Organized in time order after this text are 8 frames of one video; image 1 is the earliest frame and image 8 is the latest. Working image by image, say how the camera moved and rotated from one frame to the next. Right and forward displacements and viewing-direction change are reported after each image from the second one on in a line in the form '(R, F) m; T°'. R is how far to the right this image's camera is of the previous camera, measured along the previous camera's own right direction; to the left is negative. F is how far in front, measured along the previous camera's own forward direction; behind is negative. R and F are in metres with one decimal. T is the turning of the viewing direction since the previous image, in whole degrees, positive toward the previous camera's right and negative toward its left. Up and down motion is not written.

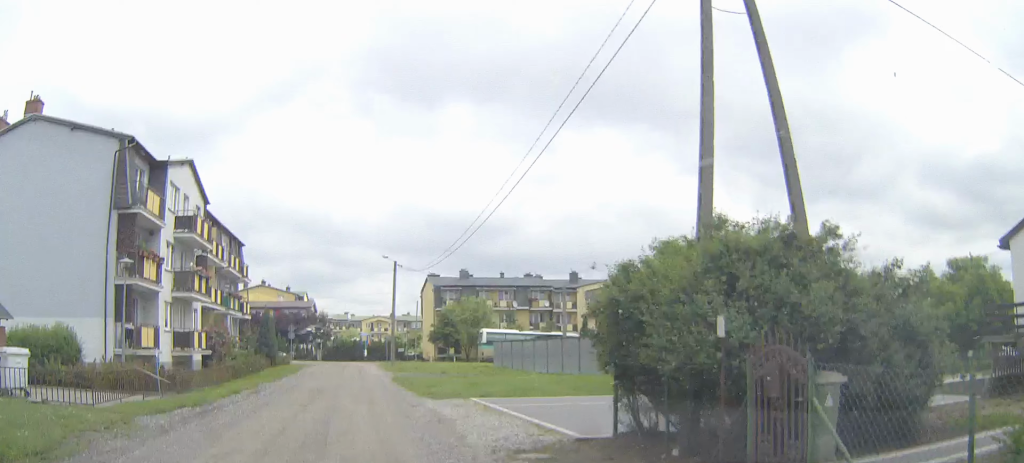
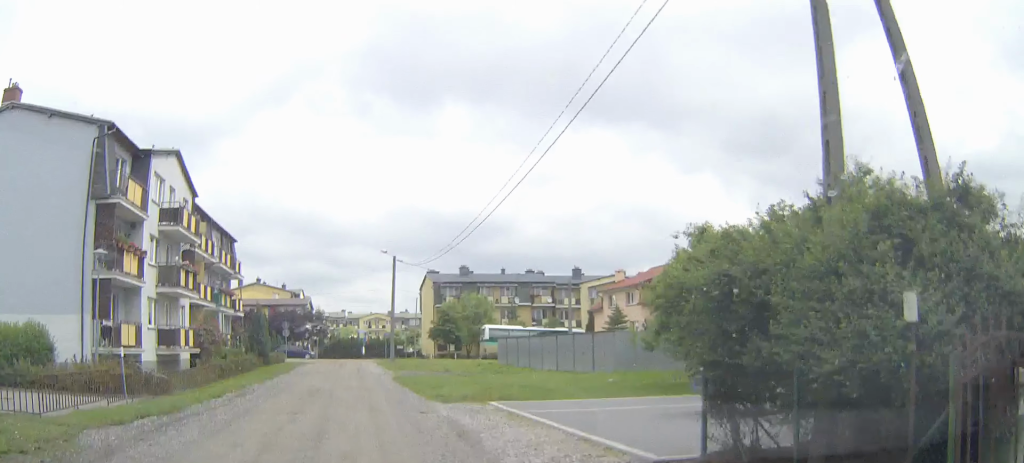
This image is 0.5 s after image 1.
(0.0, +2.7) m; 0°
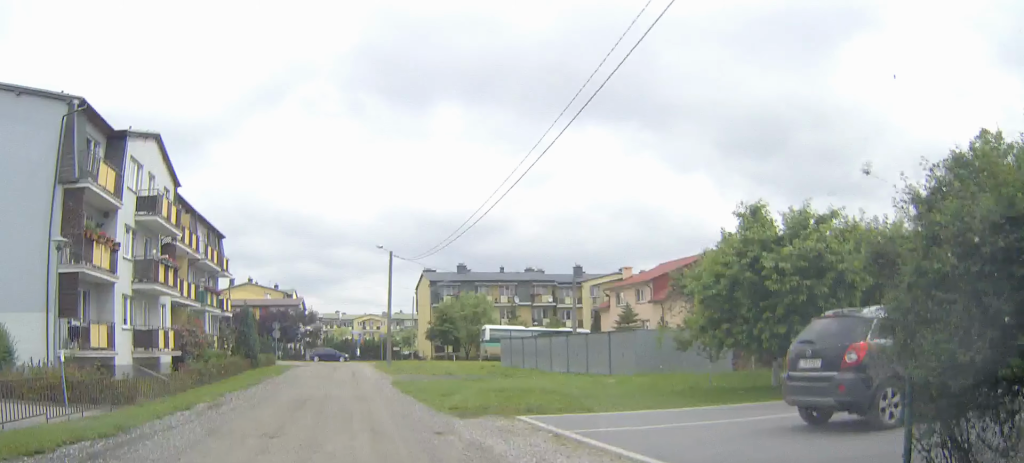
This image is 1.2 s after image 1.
(0.0, +3.4) m; +1°
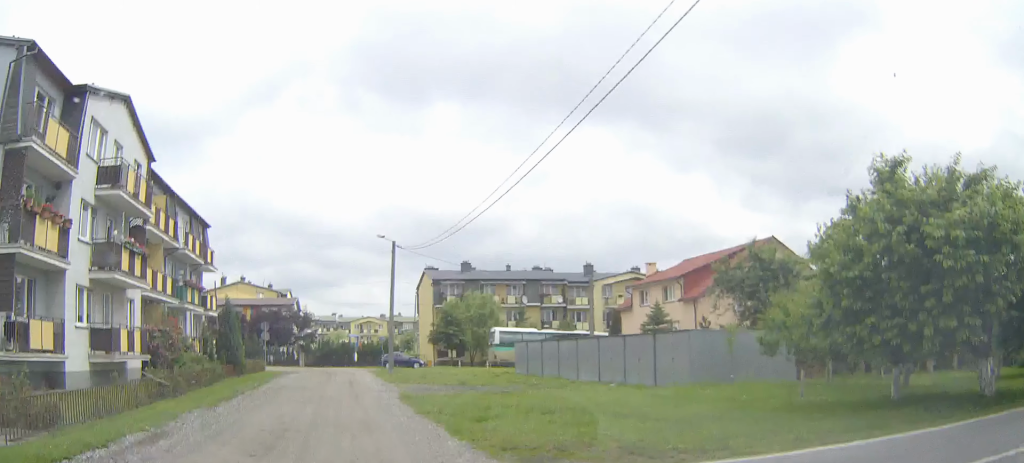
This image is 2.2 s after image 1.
(0.0, +5.8) m; 0°
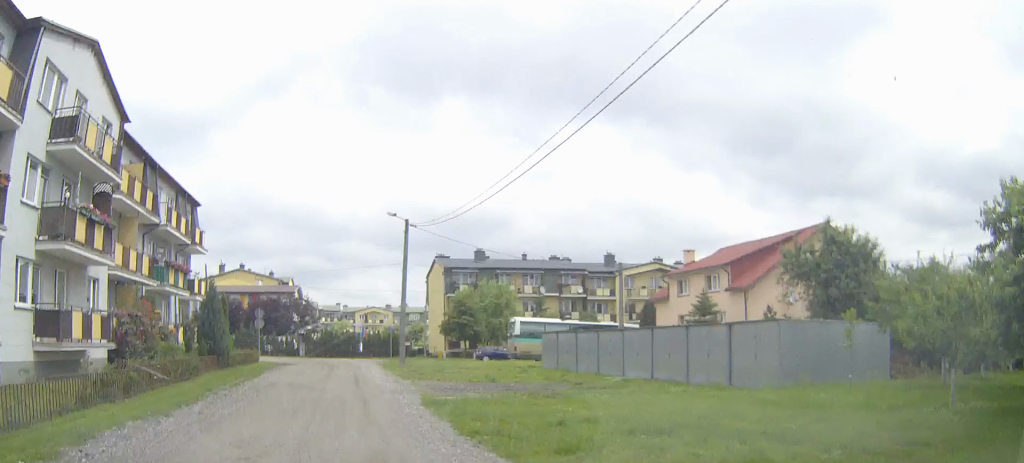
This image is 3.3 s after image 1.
(0.0, +5.8) m; 0°
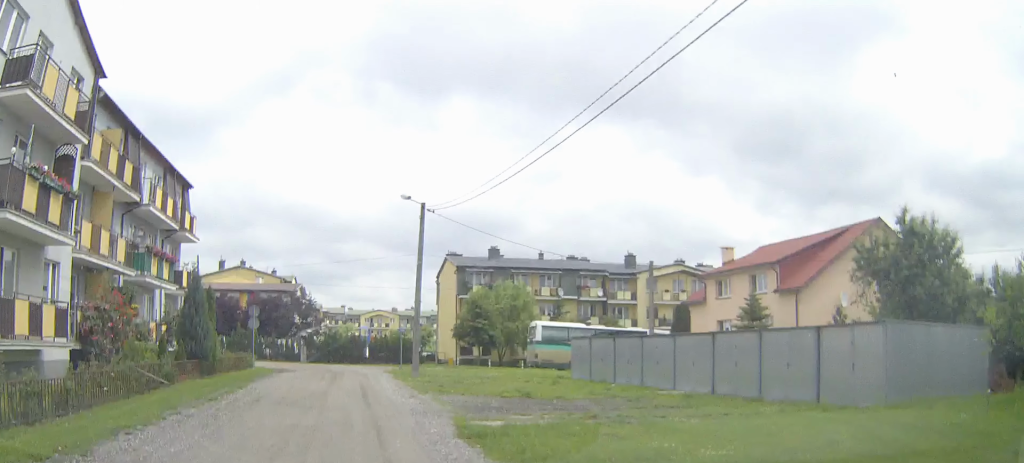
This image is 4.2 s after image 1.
(0.0, +4.9) m; 0°
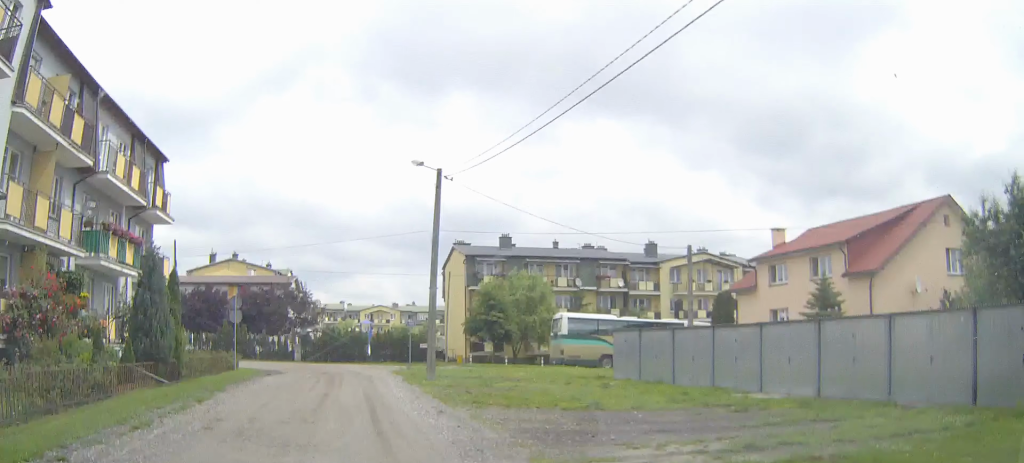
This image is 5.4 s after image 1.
(0.0, +6.2) m; 0°
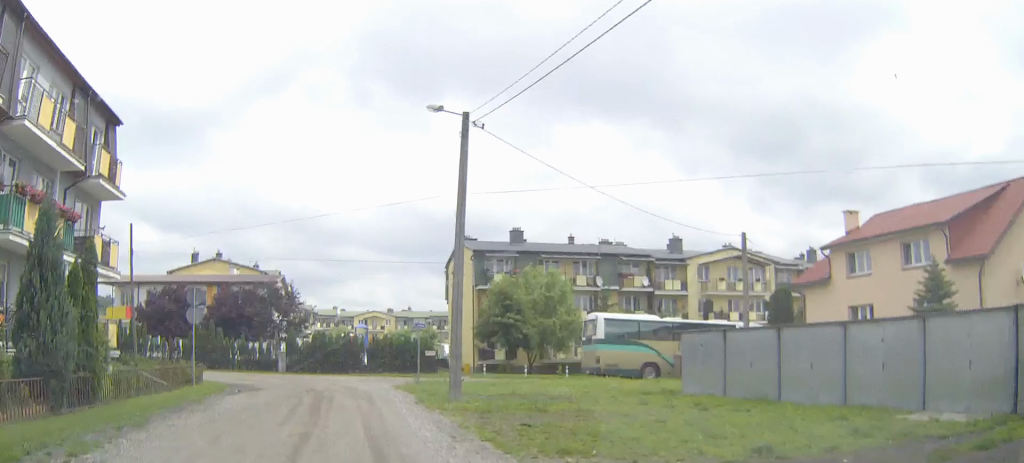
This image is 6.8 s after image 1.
(0.0, +7.7) m; +1°
